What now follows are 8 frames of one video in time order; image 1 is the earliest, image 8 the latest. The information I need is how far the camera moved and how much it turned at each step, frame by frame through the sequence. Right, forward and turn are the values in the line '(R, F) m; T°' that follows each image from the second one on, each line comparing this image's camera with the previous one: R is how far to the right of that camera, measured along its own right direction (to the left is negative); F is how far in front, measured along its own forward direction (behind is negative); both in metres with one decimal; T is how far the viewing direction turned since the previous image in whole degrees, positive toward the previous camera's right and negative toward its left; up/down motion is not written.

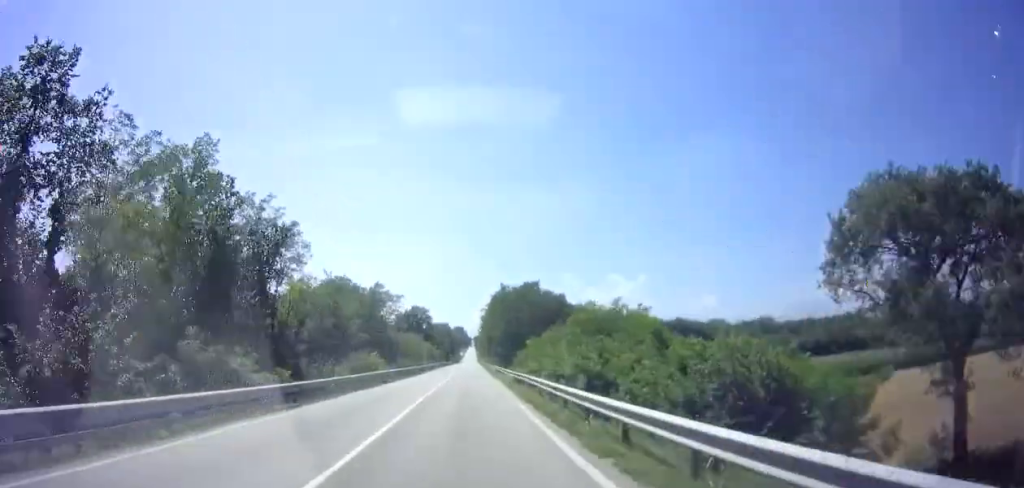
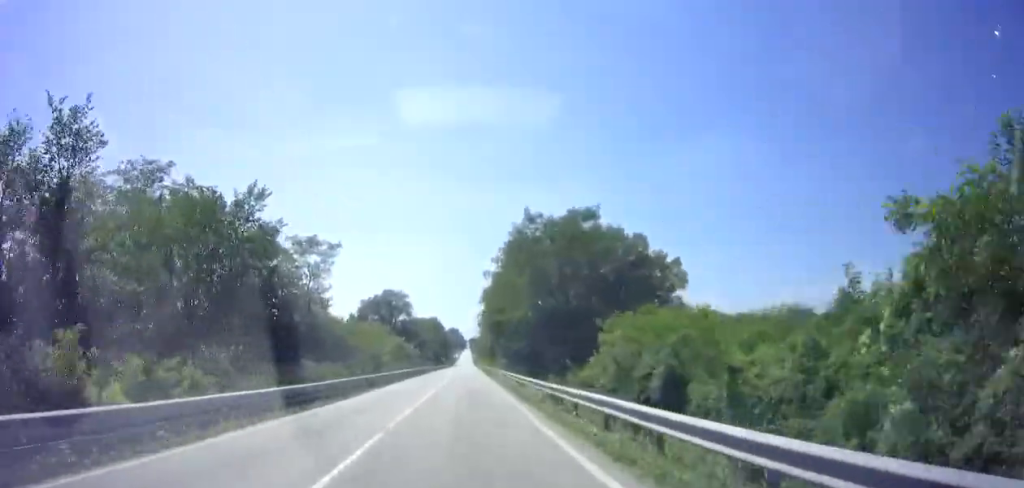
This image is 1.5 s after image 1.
(-0.6, +32.0) m; -1°
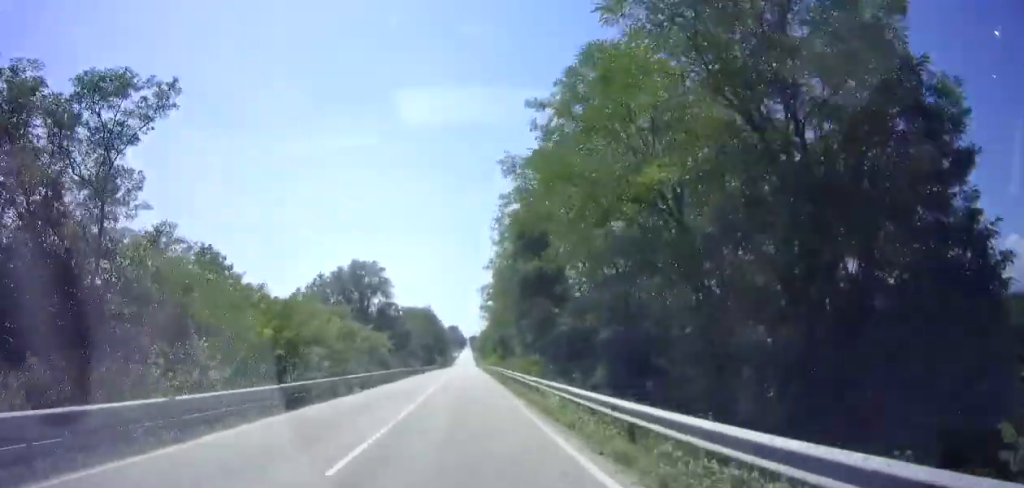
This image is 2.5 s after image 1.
(0.0, +22.5) m; 0°
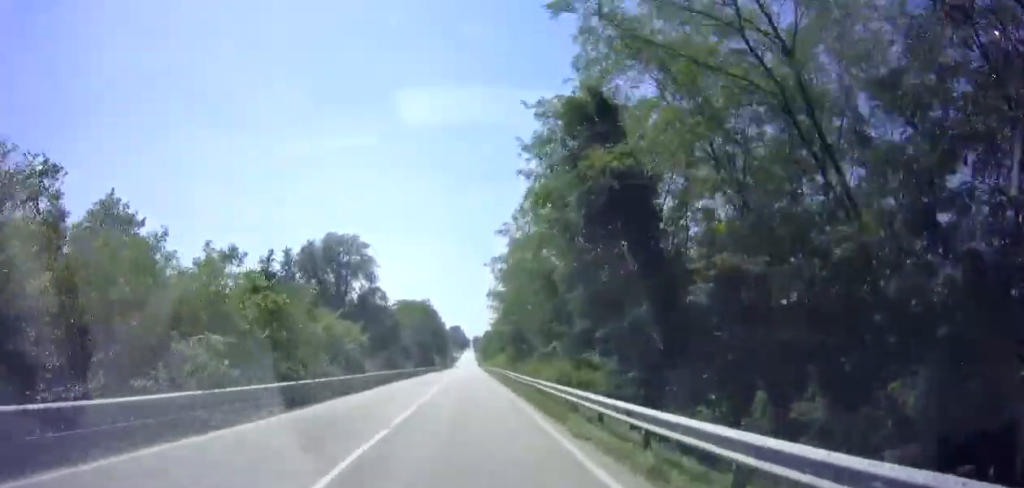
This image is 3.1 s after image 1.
(-0.1, +12.3) m; +1°
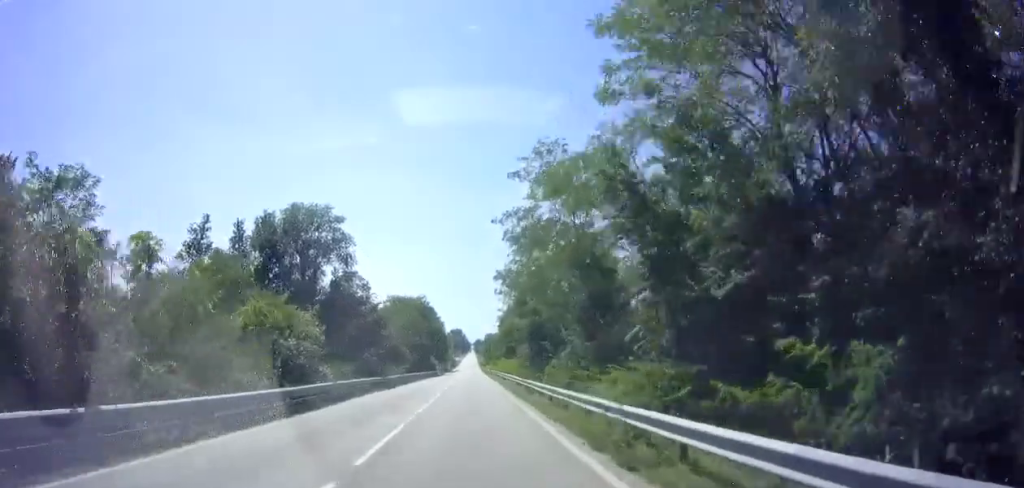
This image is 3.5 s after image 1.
(+0.2, +10.2) m; 0°
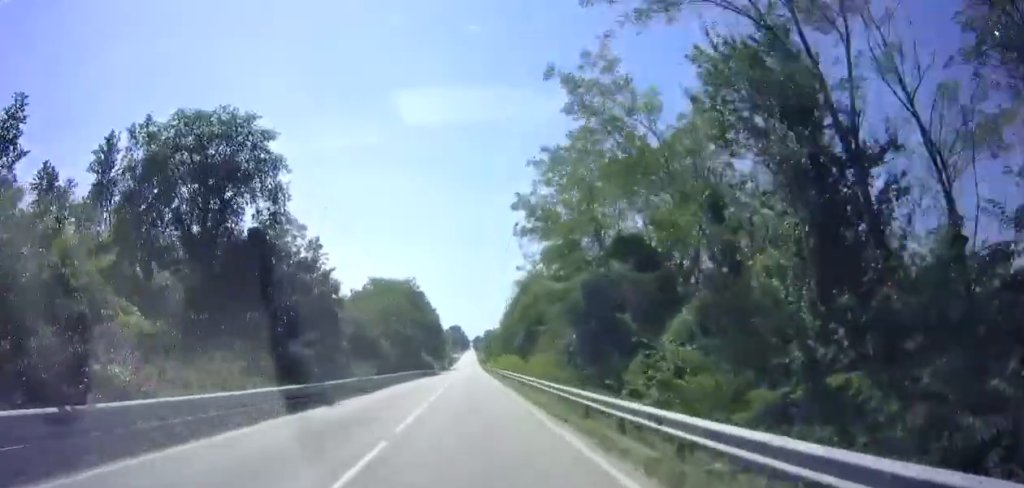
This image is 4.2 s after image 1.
(+0.2, +15.2) m; 0°
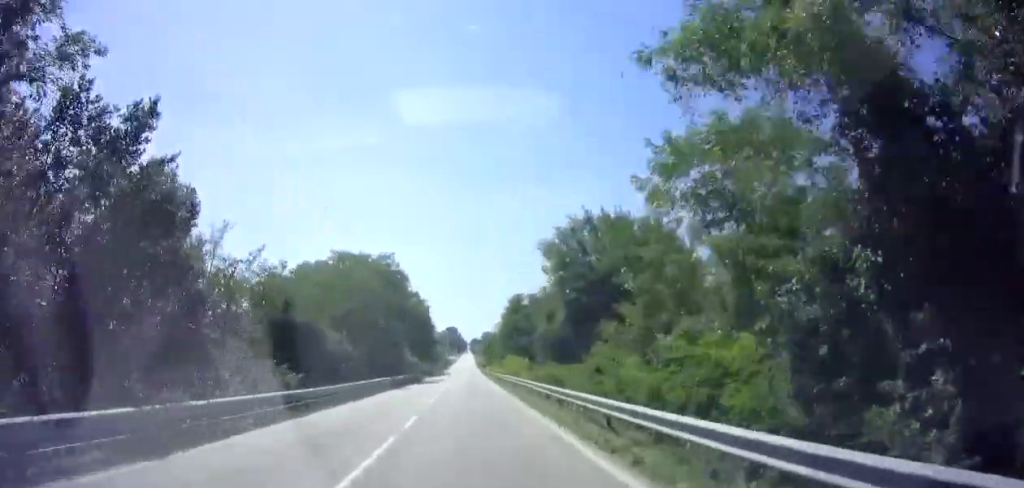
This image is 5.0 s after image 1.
(-0.3, +16.7) m; -1°
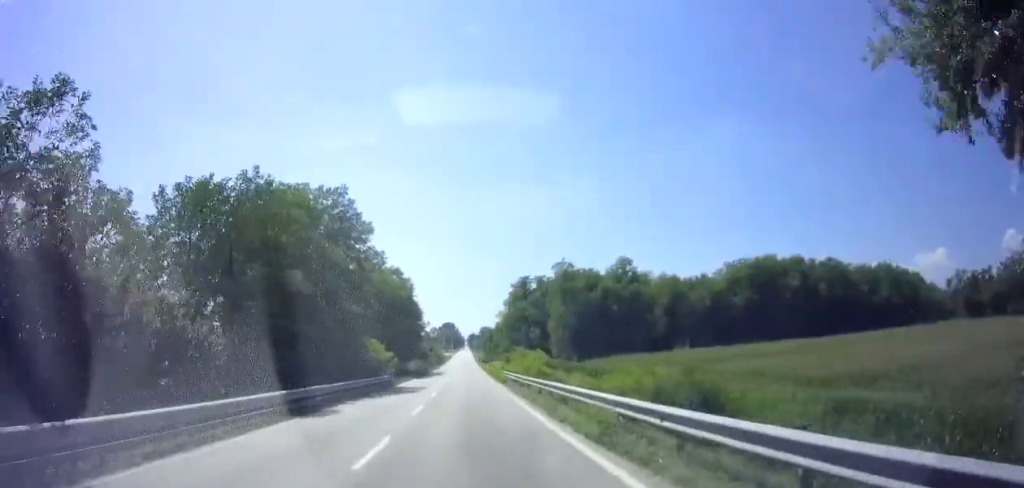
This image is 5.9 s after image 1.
(0.0, +18.9) m; 0°
